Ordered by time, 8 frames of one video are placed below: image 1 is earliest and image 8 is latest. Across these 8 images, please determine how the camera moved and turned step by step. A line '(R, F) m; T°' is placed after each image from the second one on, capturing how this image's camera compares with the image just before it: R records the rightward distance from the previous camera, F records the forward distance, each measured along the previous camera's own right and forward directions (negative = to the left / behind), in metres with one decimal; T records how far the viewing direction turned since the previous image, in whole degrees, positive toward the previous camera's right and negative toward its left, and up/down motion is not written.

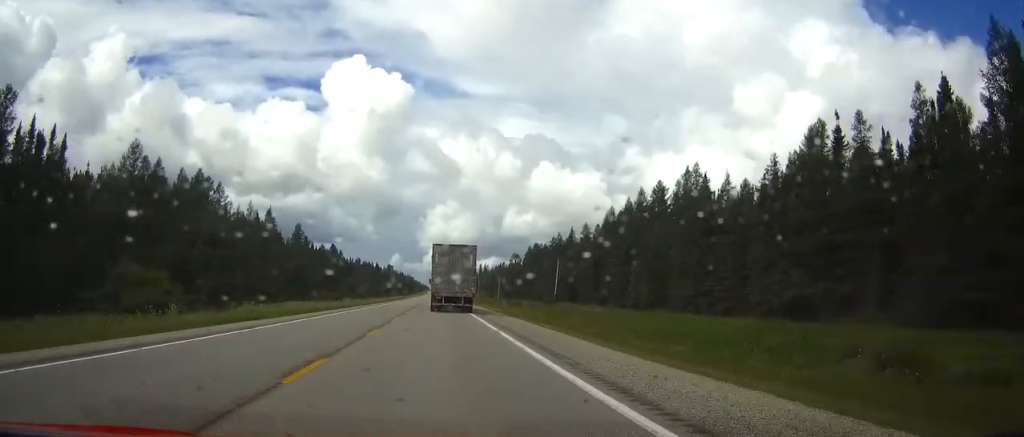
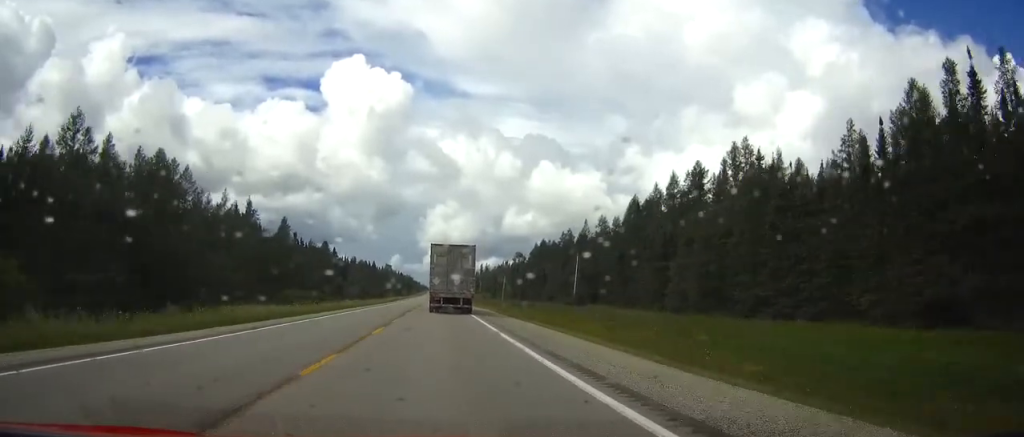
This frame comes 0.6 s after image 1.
(0.0, +17.9) m; 0°
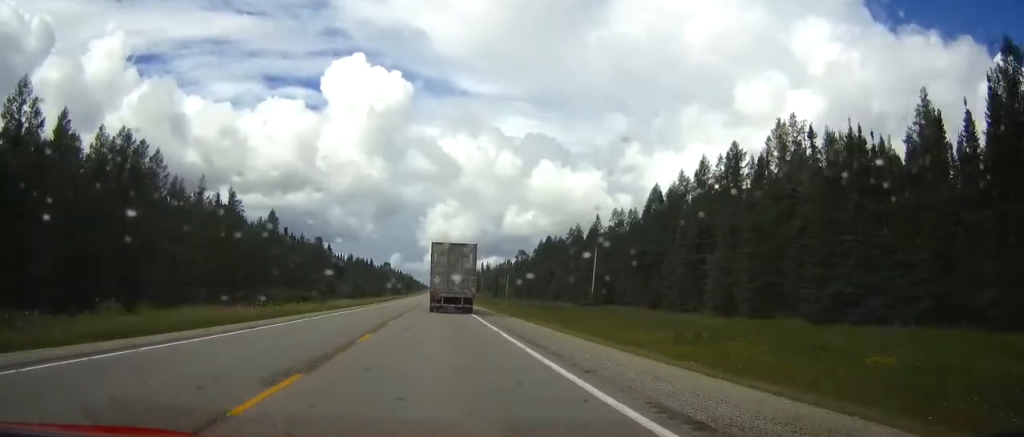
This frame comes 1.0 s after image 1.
(0.0, +13.0) m; 0°
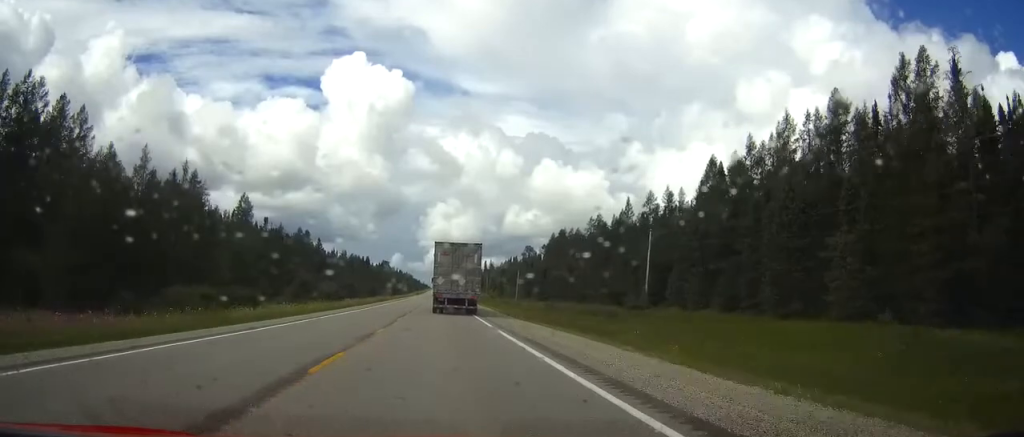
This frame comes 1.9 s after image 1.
(0.0, +25.0) m; 0°
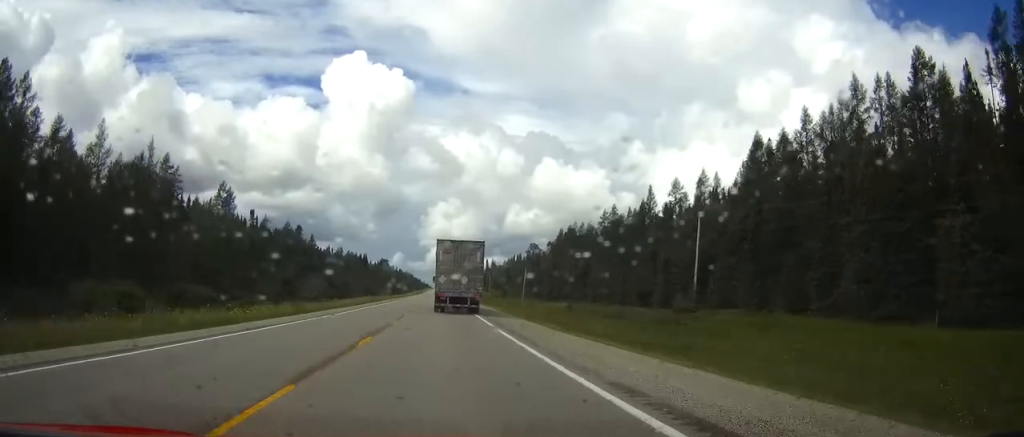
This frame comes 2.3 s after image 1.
(0.0, +14.1) m; 0°
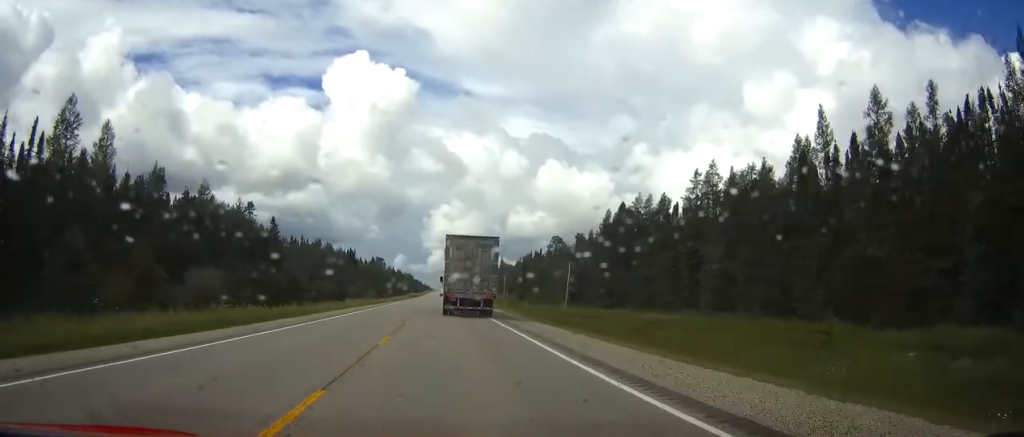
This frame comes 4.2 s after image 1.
(-0.1, +57.2) m; 0°
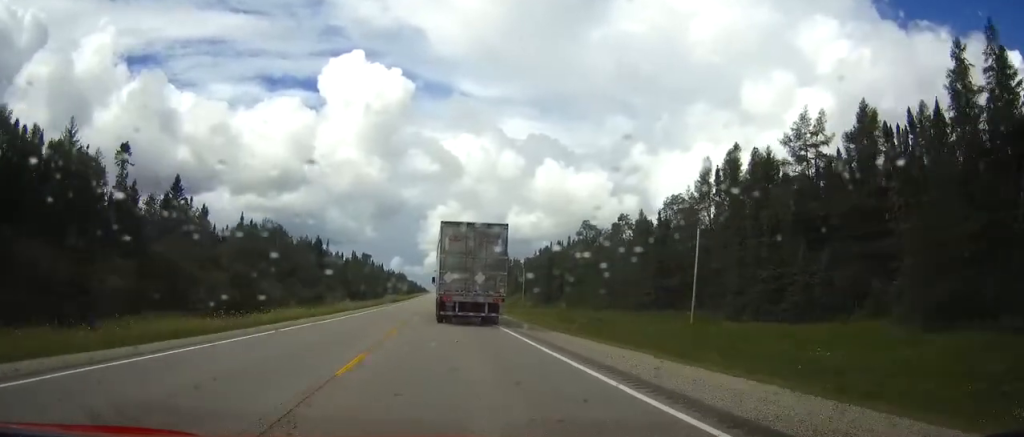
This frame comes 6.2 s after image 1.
(-0.1, +62.7) m; 0°
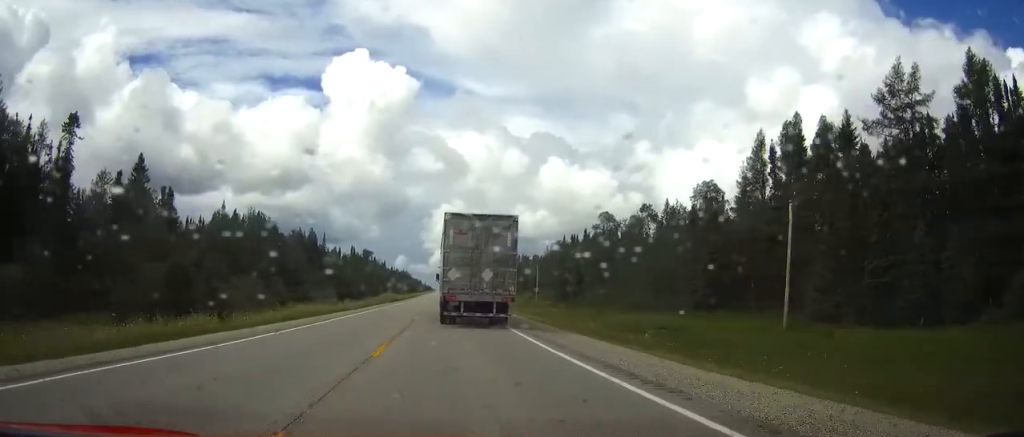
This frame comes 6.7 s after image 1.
(+0.1, +16.4) m; 0°
